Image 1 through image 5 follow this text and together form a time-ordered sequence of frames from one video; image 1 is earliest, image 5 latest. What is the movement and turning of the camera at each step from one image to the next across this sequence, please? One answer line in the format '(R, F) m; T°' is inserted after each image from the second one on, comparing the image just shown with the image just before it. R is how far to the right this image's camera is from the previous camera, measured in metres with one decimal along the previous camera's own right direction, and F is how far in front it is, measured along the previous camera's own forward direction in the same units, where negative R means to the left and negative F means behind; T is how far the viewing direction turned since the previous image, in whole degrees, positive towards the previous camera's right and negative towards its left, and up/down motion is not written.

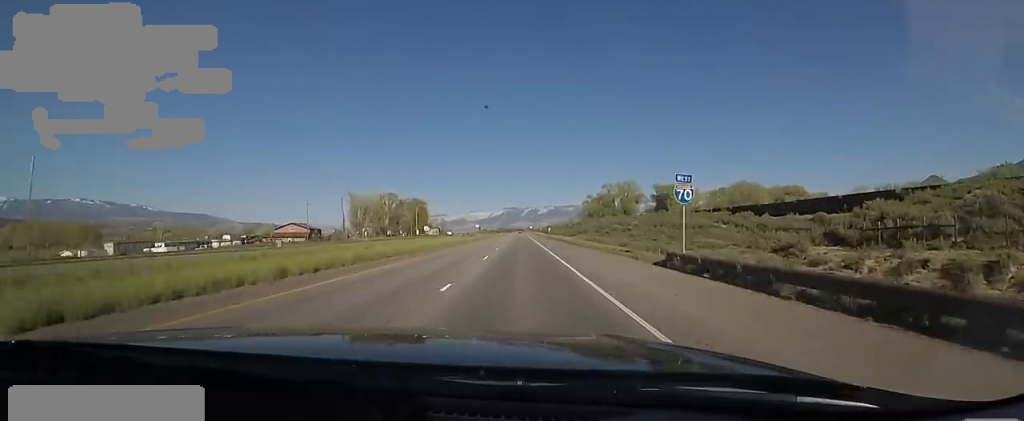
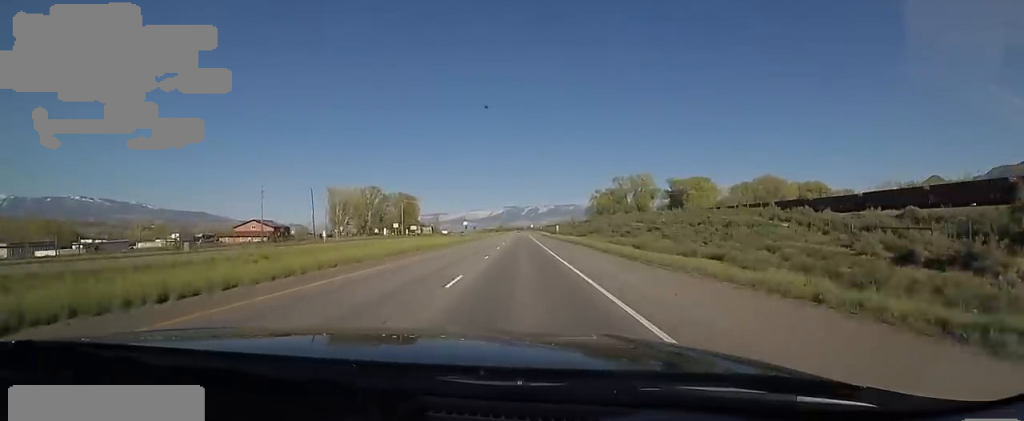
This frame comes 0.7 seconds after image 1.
(-1.1, +23.1) m; 0°
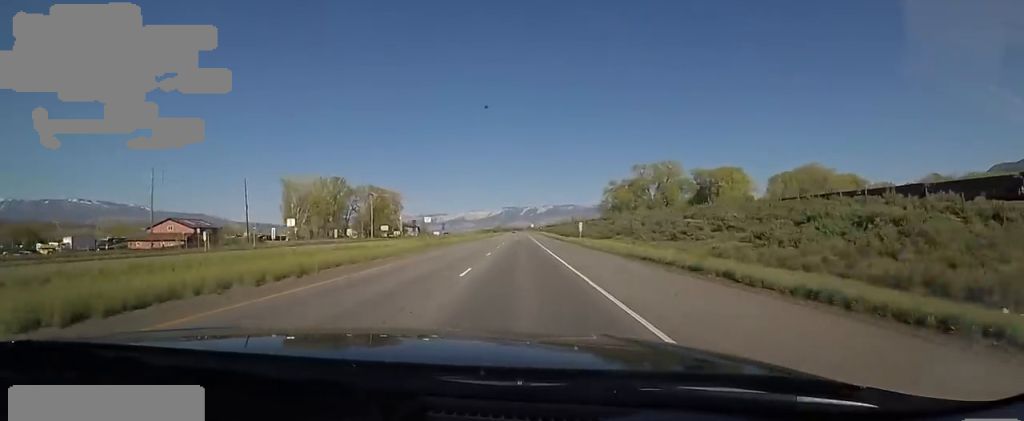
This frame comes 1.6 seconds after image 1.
(+1.3, +33.6) m; 0°
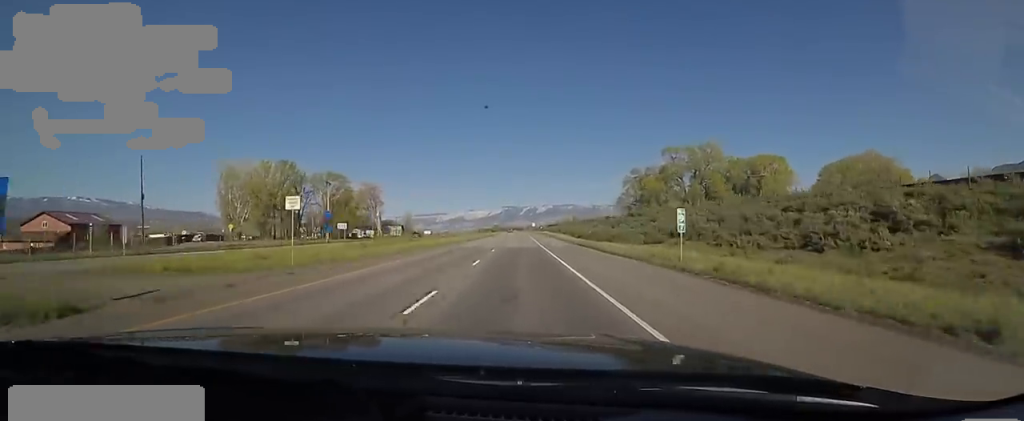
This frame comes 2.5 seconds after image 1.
(-1.1, +31.4) m; 0°
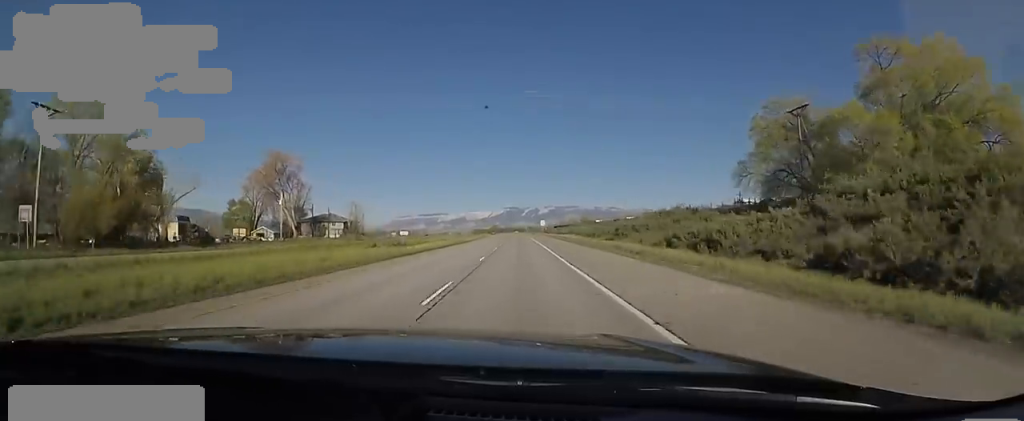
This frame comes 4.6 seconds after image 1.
(0.0, +70.8) m; 0°
